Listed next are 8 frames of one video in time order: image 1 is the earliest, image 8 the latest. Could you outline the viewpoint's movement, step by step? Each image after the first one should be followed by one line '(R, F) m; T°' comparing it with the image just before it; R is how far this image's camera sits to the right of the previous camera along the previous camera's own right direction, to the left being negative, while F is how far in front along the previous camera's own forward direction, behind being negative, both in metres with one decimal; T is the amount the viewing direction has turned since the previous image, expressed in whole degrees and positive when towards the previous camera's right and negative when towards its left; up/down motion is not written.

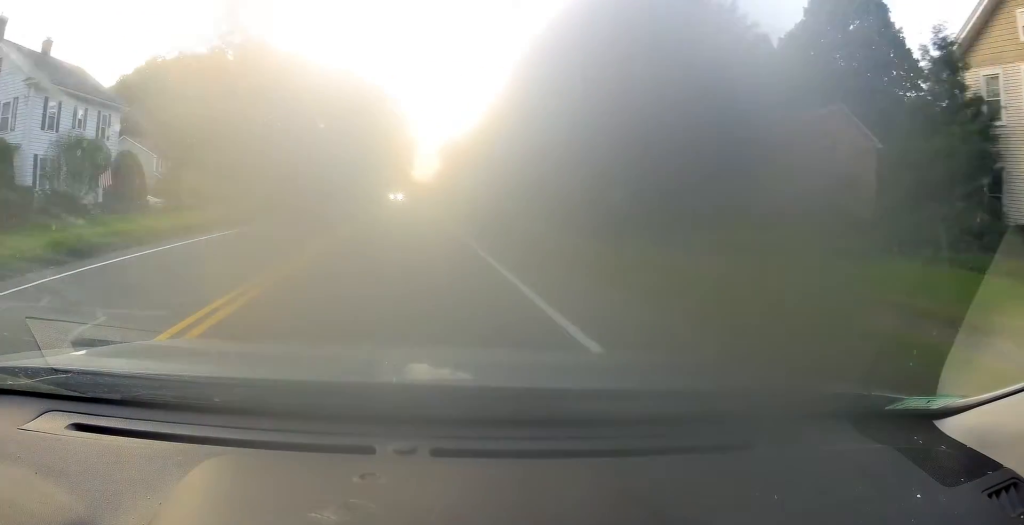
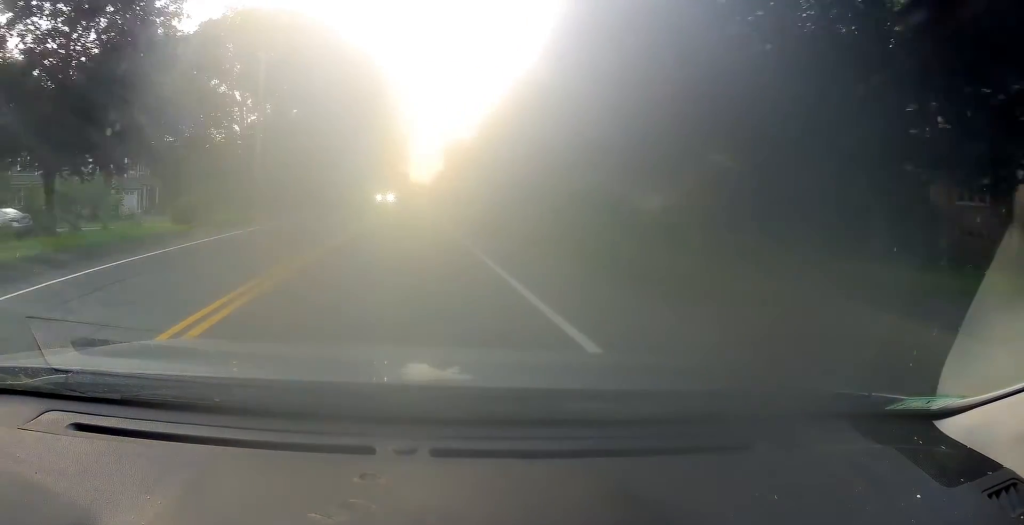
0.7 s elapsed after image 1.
(+0.1, +15.7) m; 0°
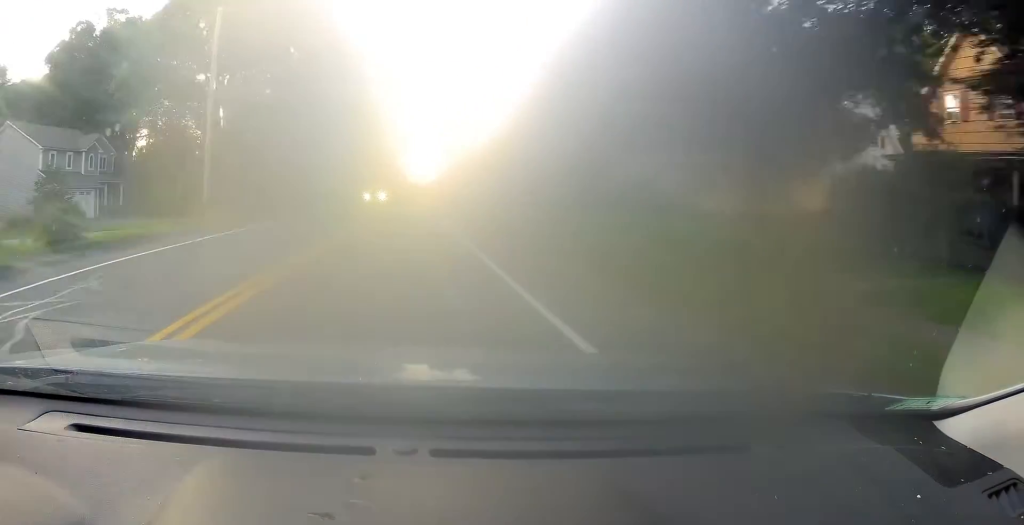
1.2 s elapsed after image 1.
(+0.1, +9.3) m; 0°
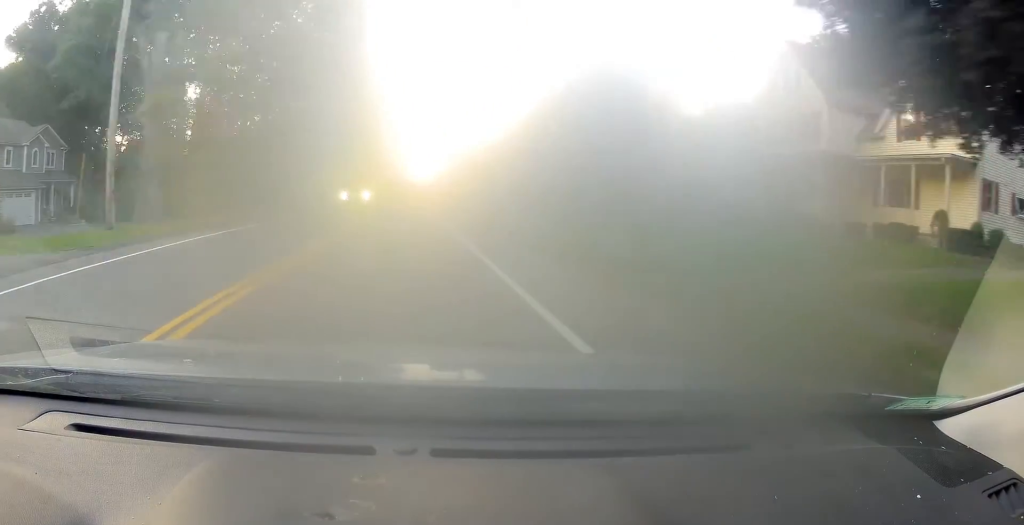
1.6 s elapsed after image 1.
(0.0, +9.9) m; 0°
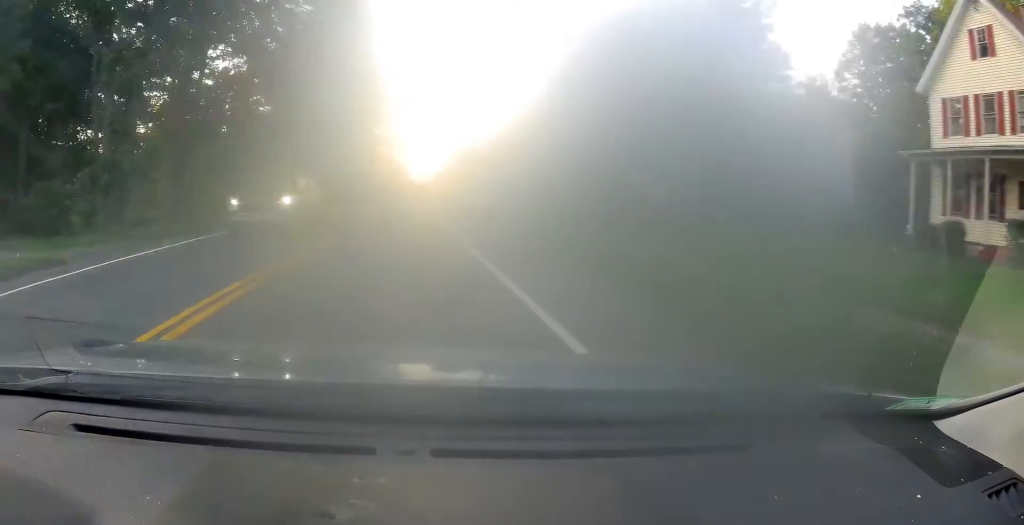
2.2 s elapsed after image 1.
(-0.3, +12.7) m; +1°
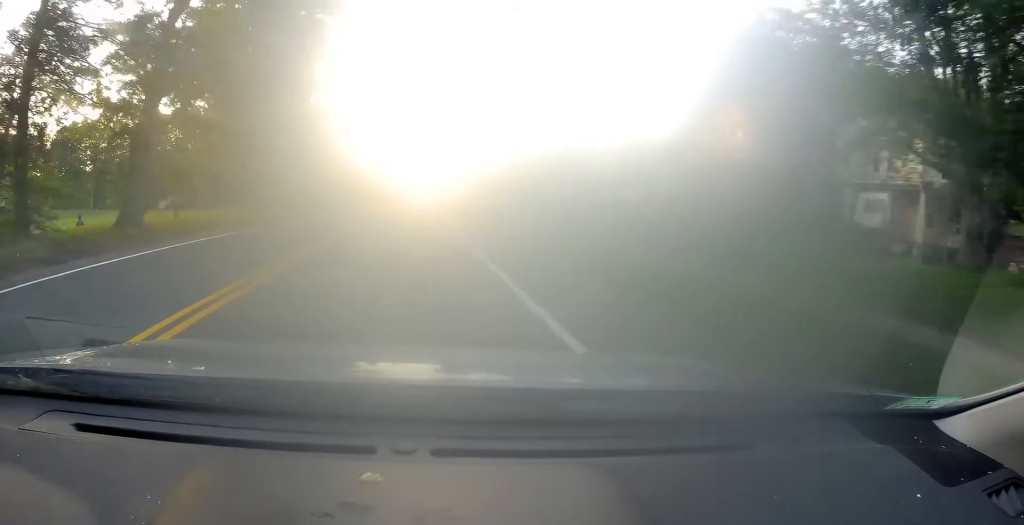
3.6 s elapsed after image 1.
(+1.0, +29.8) m; +1°
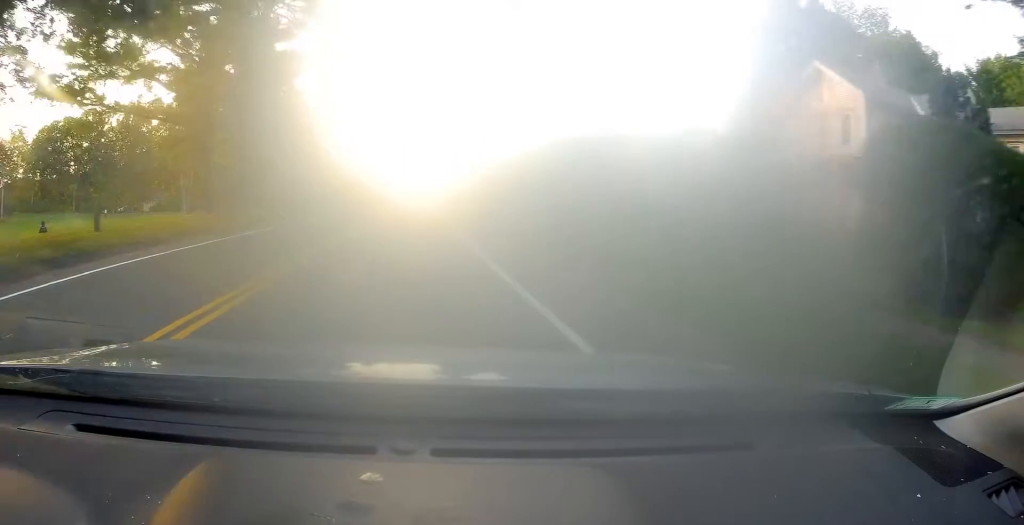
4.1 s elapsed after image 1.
(-0.2, +9.2) m; 0°
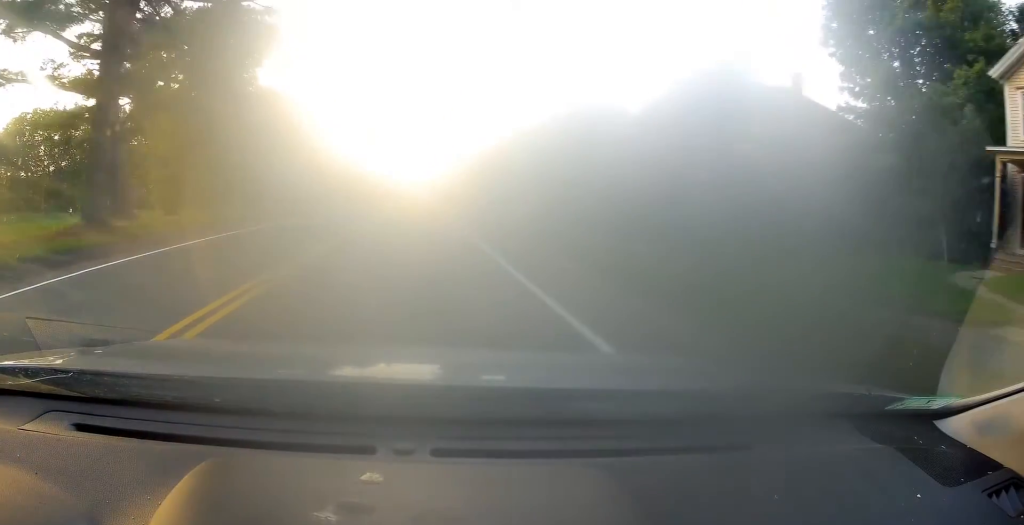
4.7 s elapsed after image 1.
(-0.1, +13.3) m; 0°
